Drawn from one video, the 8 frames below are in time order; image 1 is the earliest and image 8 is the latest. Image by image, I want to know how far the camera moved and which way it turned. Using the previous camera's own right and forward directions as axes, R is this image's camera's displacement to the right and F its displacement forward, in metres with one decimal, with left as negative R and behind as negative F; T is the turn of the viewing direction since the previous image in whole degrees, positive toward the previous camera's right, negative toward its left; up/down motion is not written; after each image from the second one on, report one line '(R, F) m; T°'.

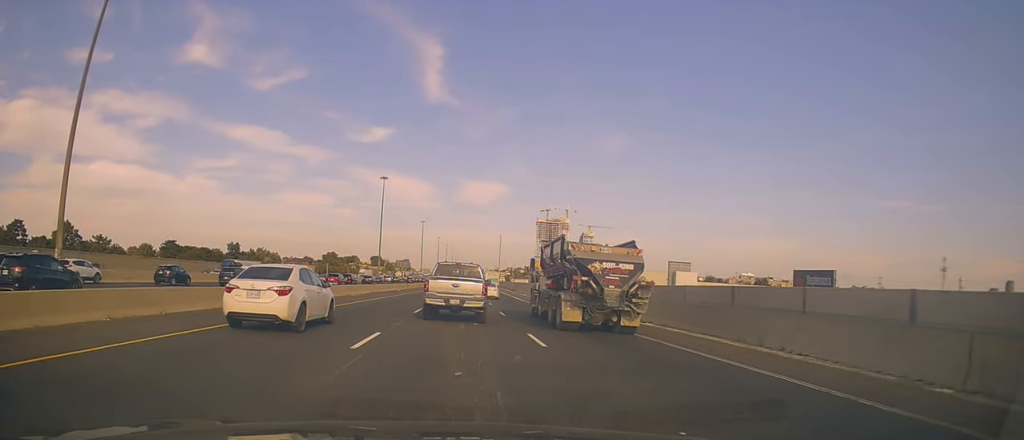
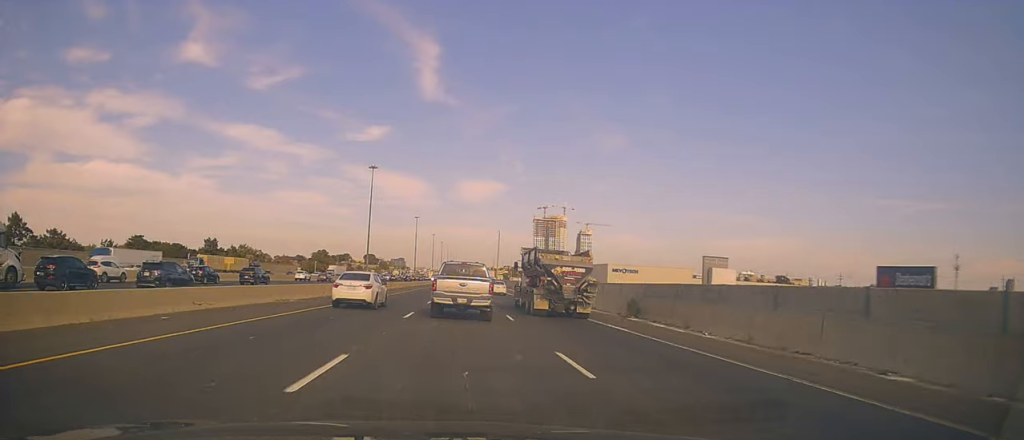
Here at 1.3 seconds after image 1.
(+0.1, +16.0) m; +2°
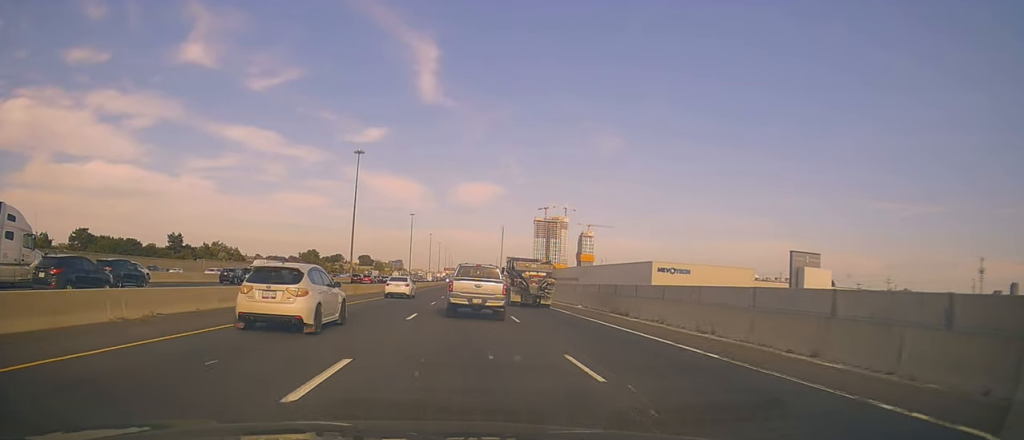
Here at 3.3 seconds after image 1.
(+0.4, +24.1) m; +2°
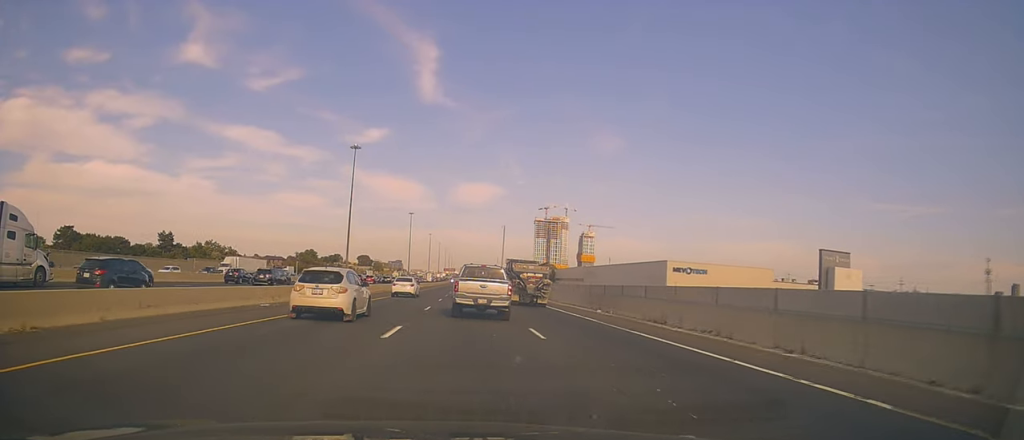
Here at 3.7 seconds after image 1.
(0.0, +5.5) m; 0°
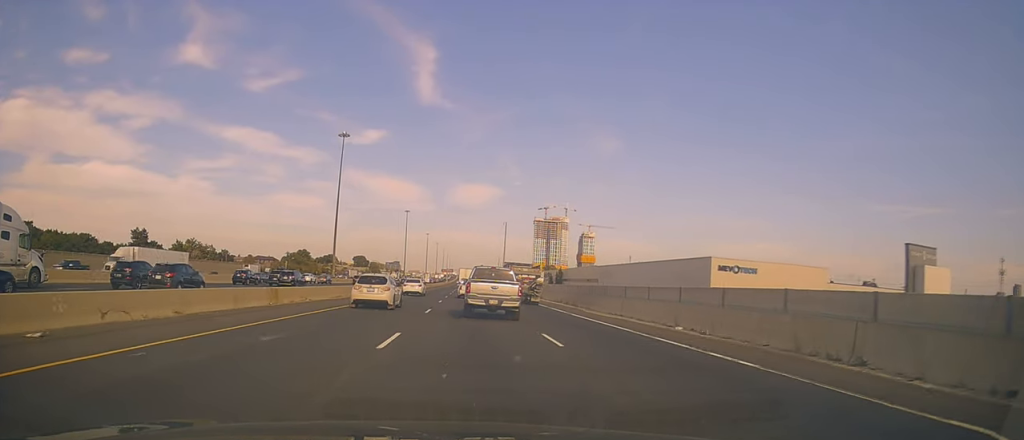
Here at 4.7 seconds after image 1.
(+0.1, +13.1) m; -1°
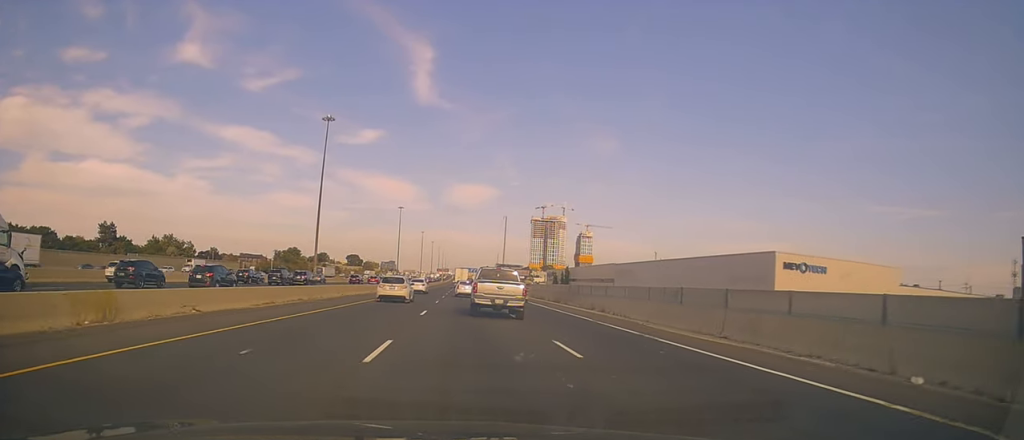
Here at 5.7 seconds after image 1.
(-0.4, +13.4) m; -1°
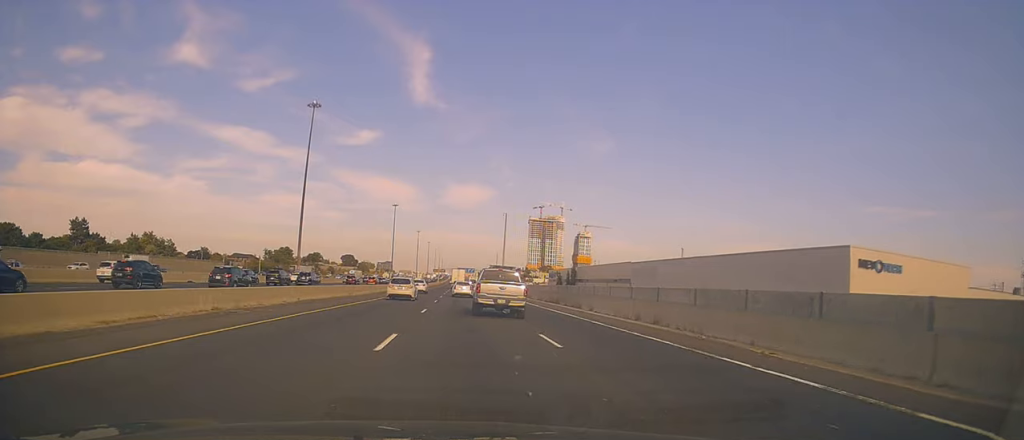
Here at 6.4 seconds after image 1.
(+0.1, +10.7) m; -1°
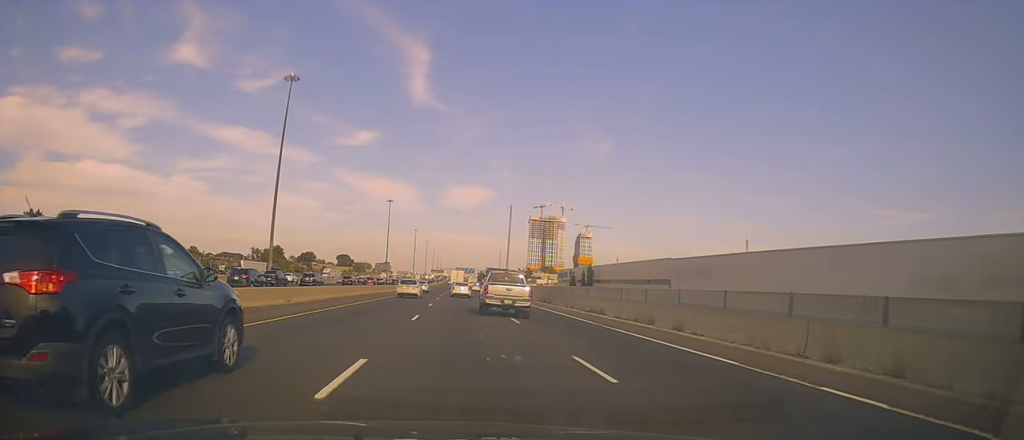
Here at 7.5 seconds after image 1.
(-0.4, +16.0) m; +1°
